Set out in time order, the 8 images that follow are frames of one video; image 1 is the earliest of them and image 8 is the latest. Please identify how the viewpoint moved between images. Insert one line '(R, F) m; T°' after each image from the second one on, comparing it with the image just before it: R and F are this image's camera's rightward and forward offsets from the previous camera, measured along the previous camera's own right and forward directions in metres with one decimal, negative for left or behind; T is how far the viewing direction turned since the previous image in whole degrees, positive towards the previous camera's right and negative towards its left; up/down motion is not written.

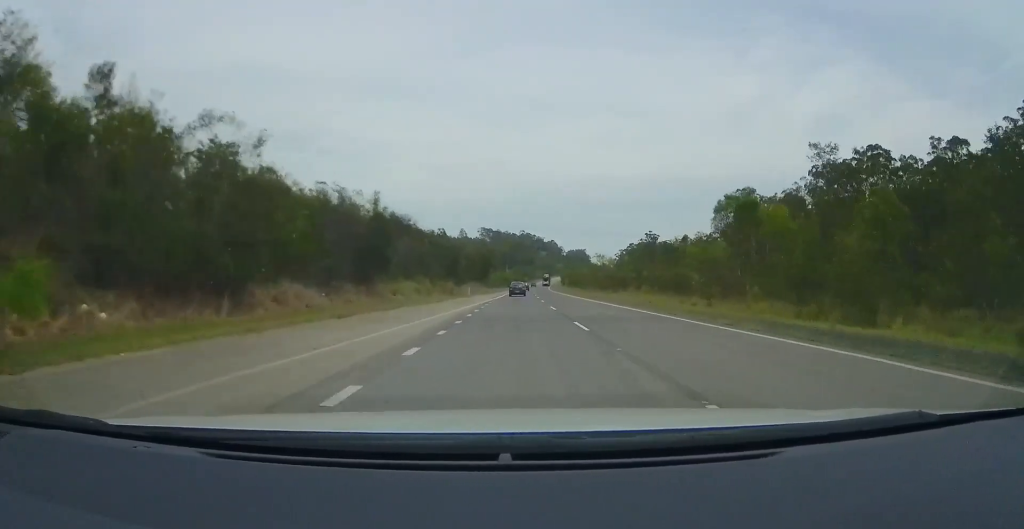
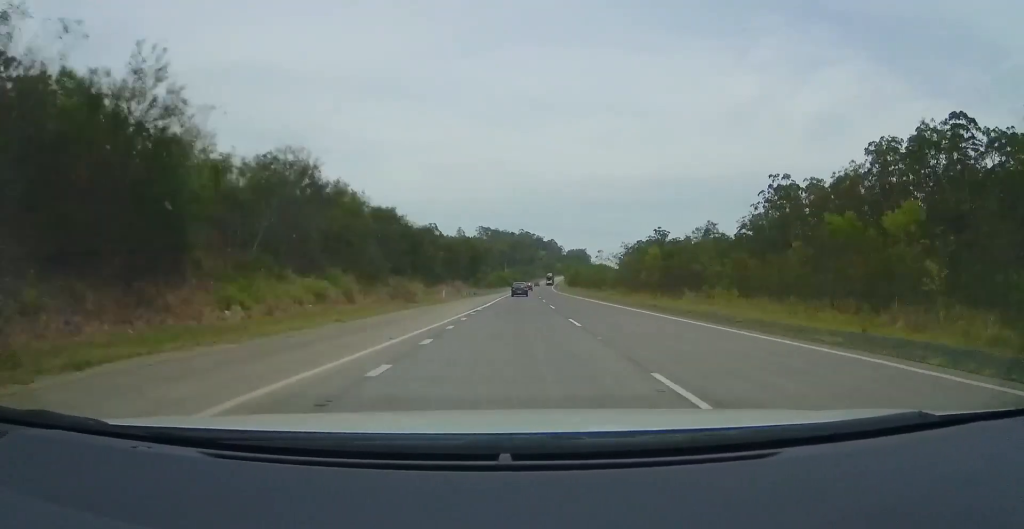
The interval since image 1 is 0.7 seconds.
(-0.2, +21.5) m; 0°
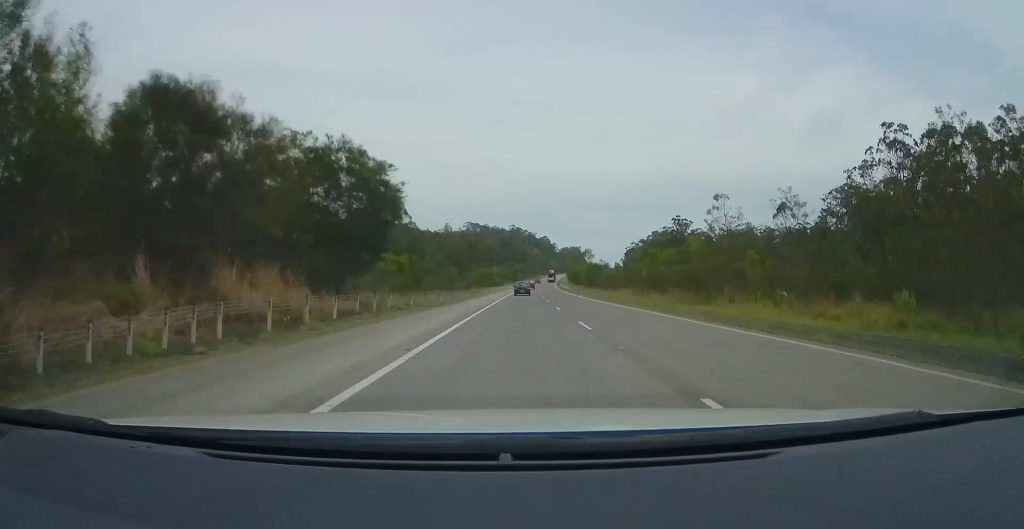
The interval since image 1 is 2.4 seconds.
(+0.6, +49.2) m; +2°
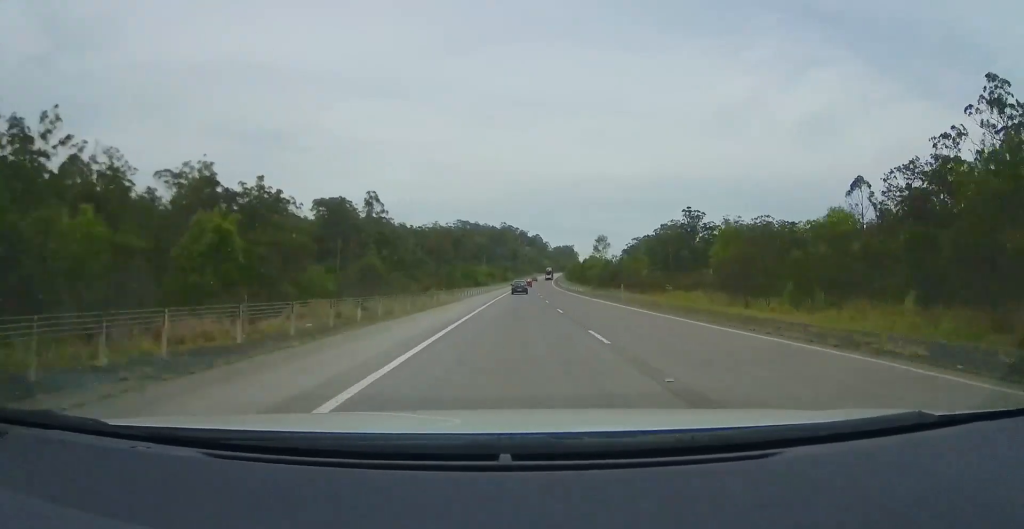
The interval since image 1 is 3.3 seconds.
(+0.2, +27.8) m; +1°
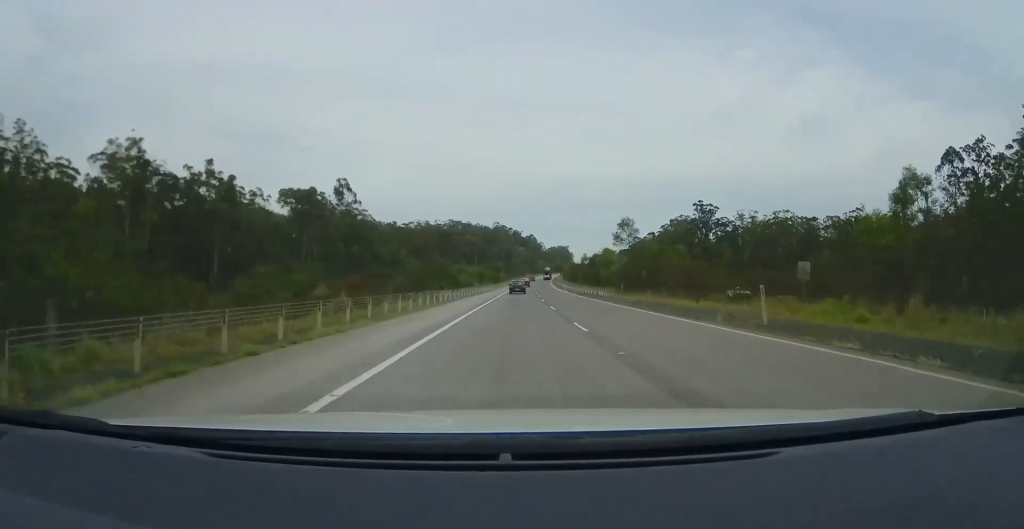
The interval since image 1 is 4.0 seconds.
(+0.2, +20.6) m; +1°
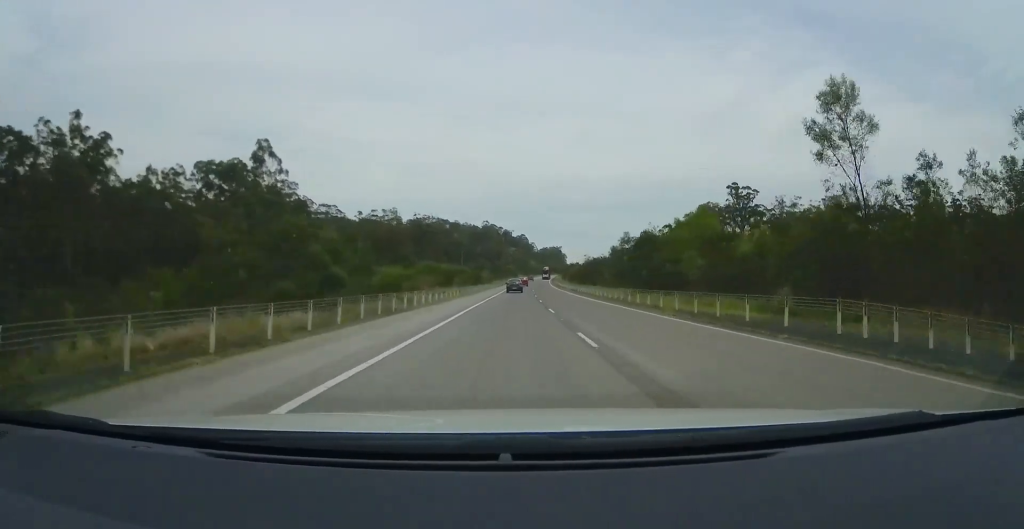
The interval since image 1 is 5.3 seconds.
(+0.3, +40.0) m; +1°
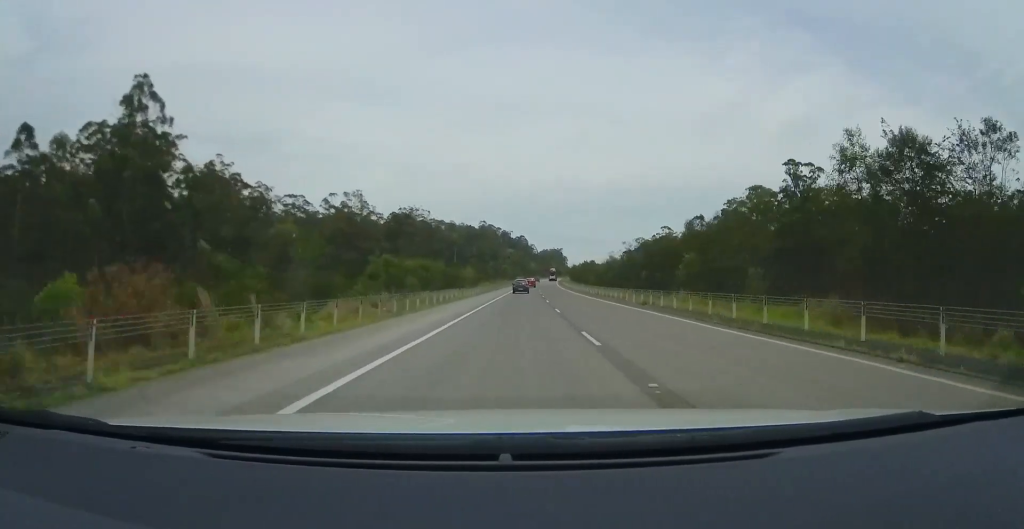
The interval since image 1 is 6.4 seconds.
(+0.5, +35.0) m; 0°
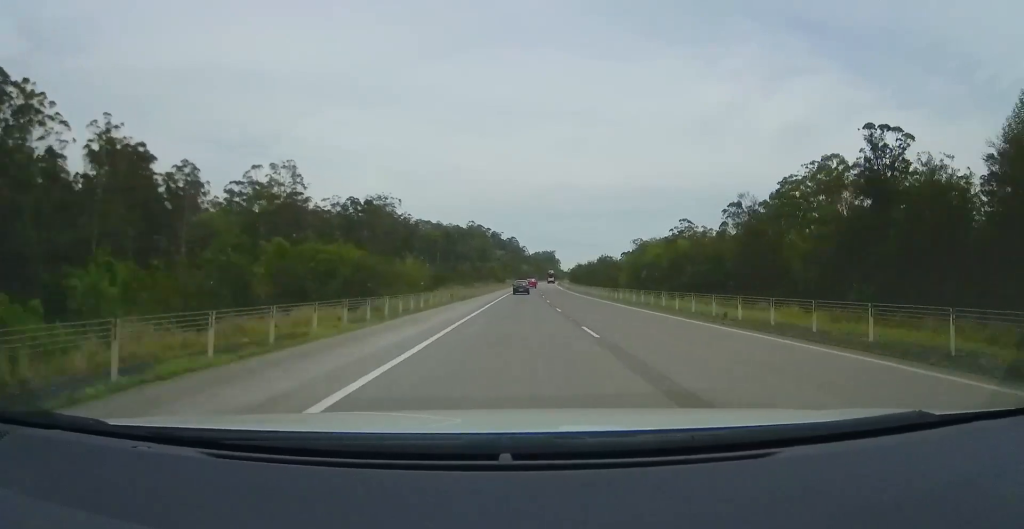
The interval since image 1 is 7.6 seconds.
(-0.5, +33.7) m; 0°
